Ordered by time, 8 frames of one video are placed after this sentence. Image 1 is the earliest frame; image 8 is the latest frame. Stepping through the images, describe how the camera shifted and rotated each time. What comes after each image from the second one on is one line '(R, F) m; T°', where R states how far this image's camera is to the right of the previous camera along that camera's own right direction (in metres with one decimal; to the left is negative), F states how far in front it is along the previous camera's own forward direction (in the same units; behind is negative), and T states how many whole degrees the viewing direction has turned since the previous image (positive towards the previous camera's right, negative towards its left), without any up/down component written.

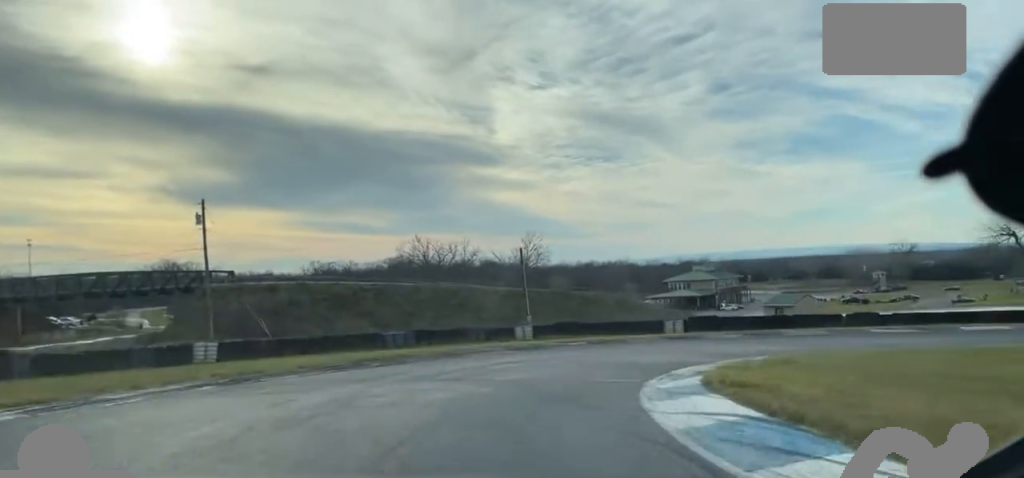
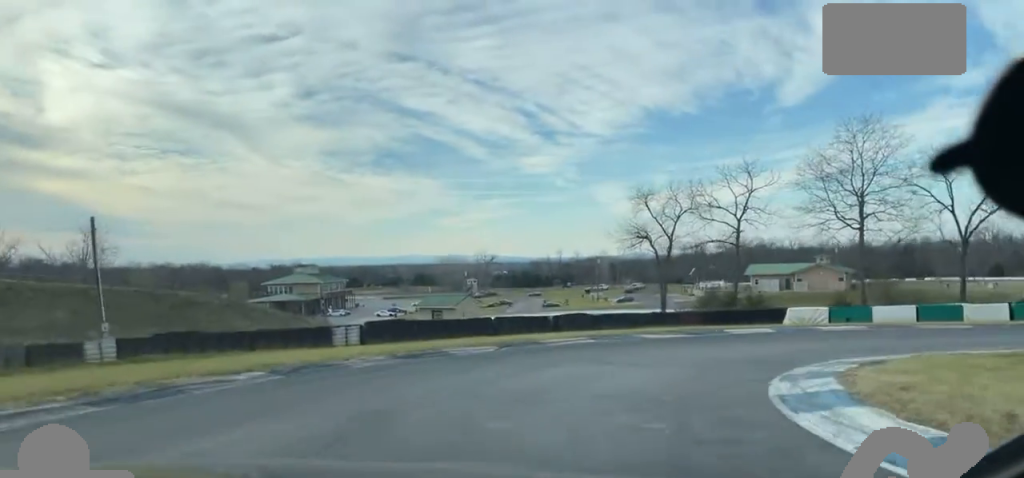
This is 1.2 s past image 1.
(+3.6, +15.9) m; +32°
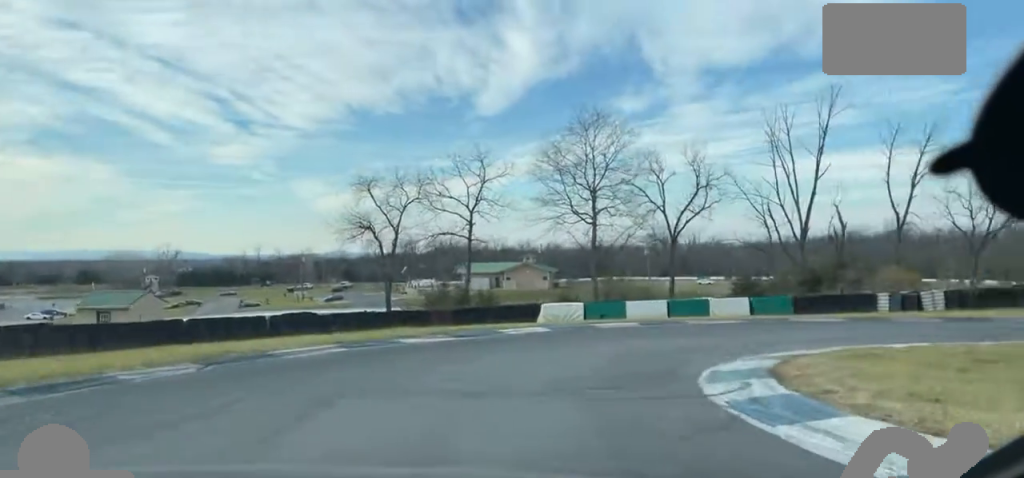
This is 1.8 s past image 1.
(+1.2, +7.8) m; +21°
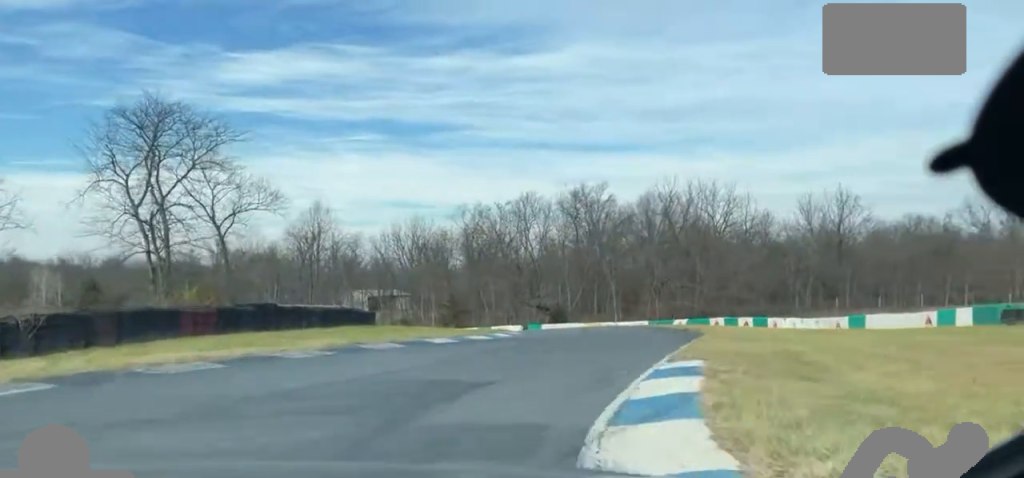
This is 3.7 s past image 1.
(+13.9, +20.3) m; +67°
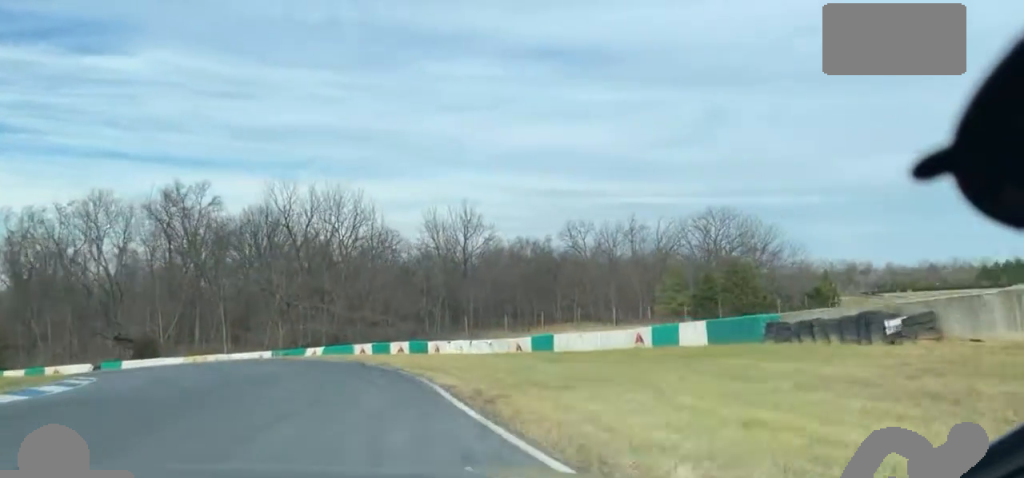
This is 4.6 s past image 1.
(+3.1, +13.9) m; +22°
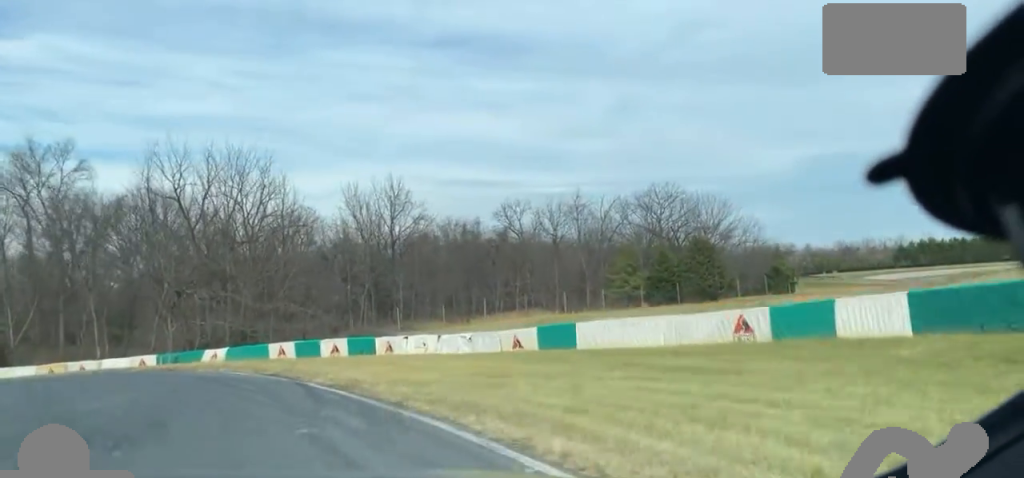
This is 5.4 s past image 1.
(+2.2, +13.7) m; +6°
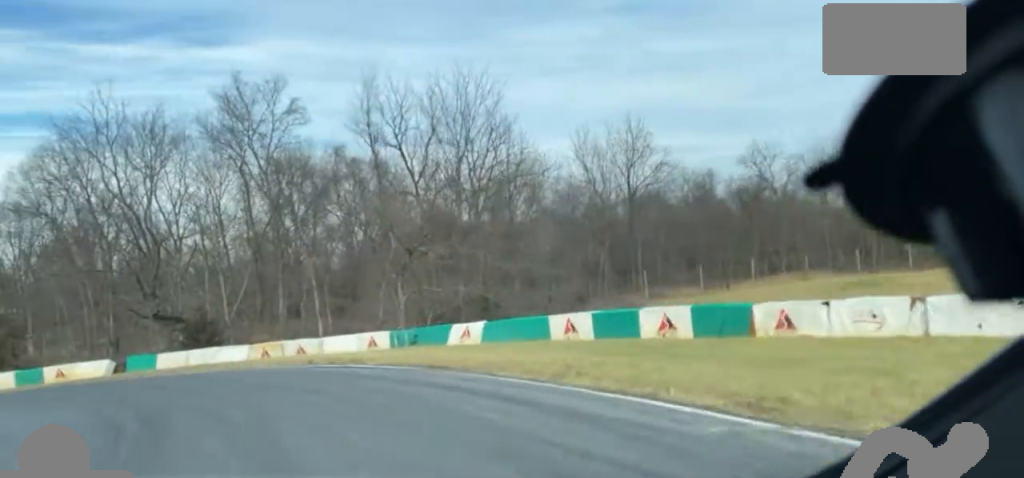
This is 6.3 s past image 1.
(-0.1, +17.0) m; -12°
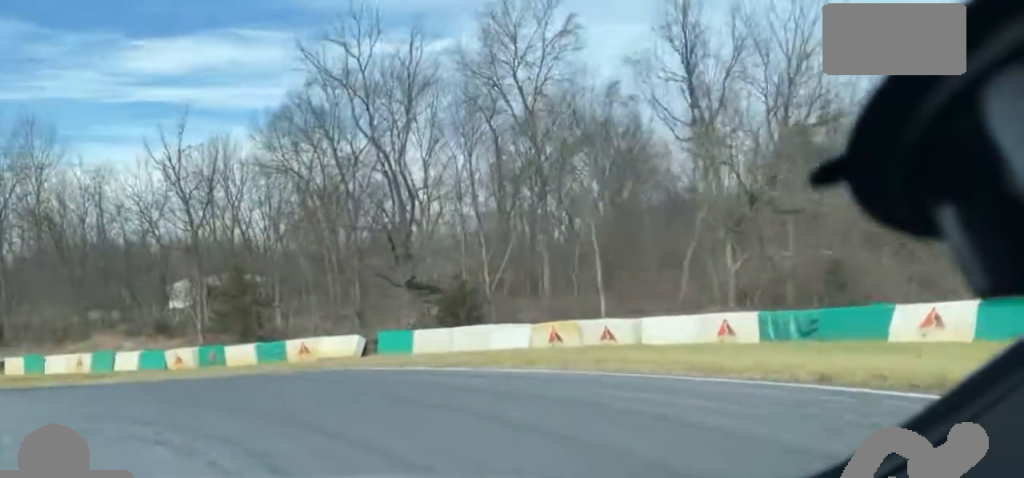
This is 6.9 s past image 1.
(-1.8, +13.2) m; -15°
